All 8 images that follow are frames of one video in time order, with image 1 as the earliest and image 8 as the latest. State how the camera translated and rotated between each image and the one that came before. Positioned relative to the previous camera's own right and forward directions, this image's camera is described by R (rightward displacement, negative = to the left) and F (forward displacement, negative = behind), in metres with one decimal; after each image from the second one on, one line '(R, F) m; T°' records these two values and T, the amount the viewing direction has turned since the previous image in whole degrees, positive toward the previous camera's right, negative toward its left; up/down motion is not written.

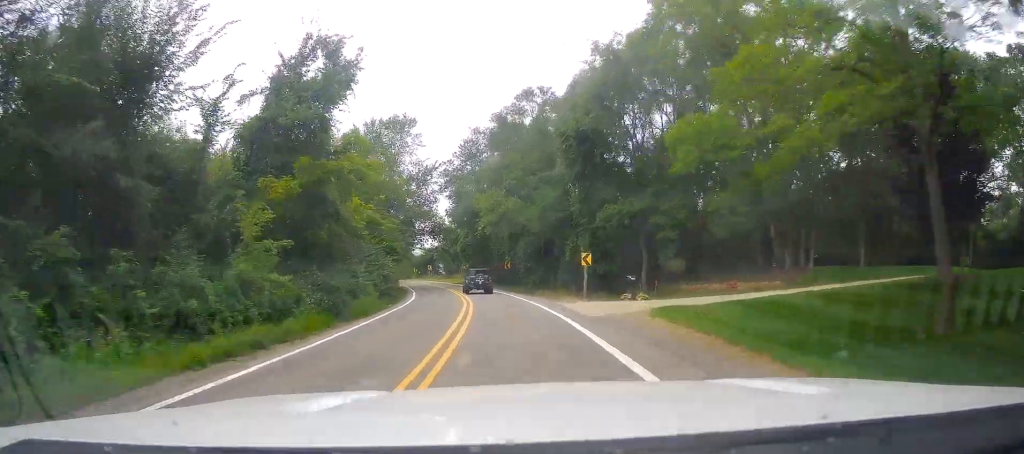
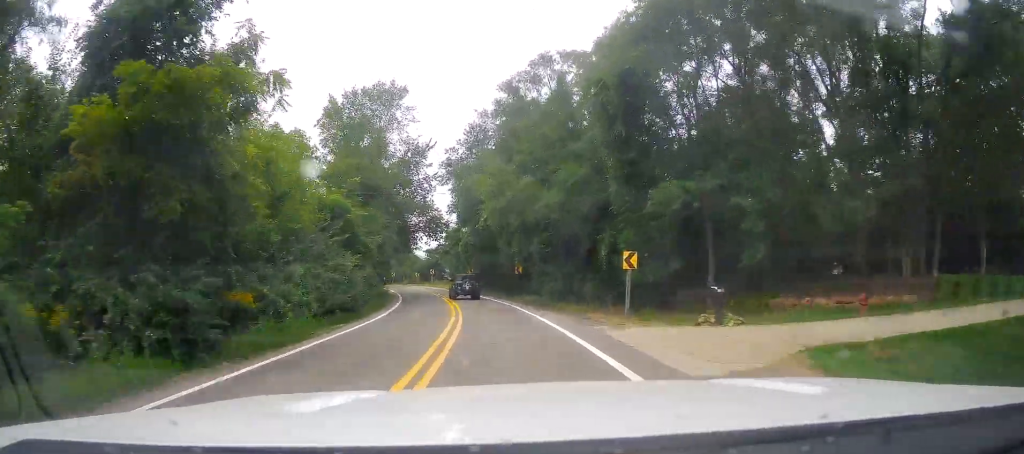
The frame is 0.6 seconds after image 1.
(-0.1, +10.7) m; 0°
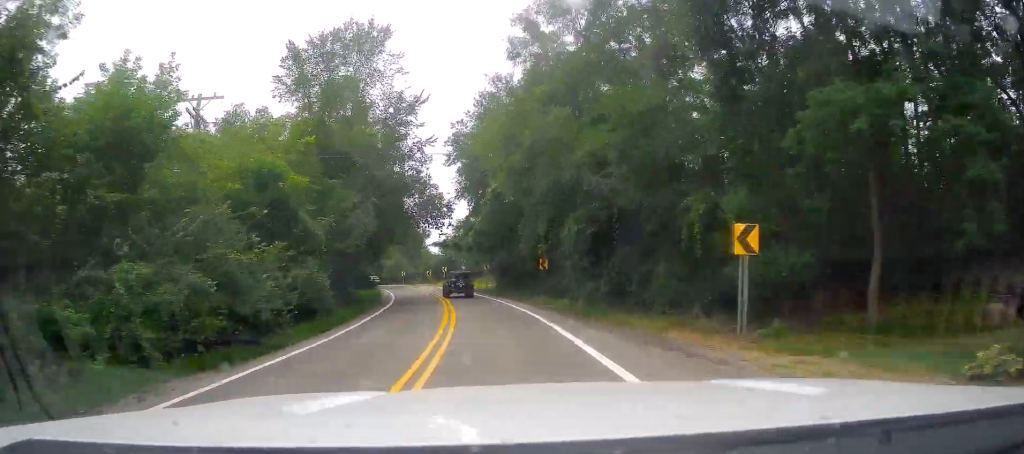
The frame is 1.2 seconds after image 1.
(0.0, +11.3) m; 0°
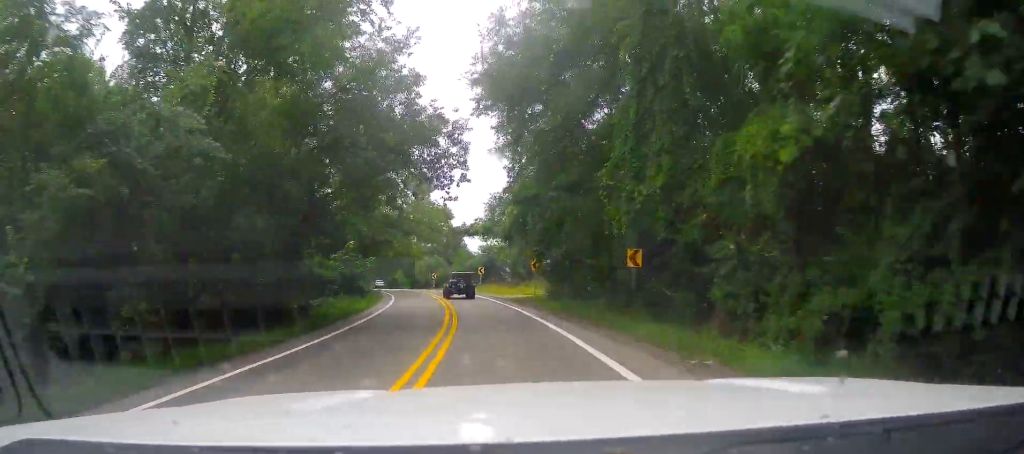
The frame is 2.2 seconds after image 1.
(+0.2, +19.2) m; -3°
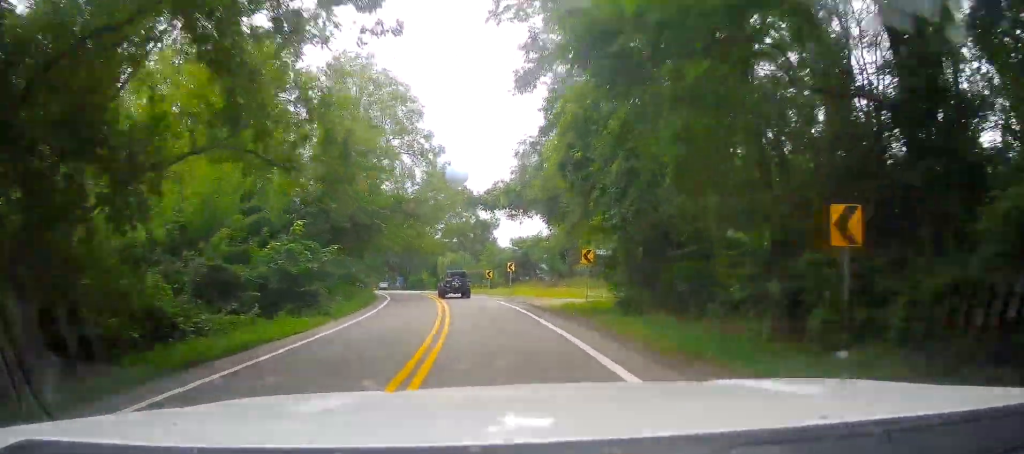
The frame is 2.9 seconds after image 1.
(-0.9, +15.2) m; -3°
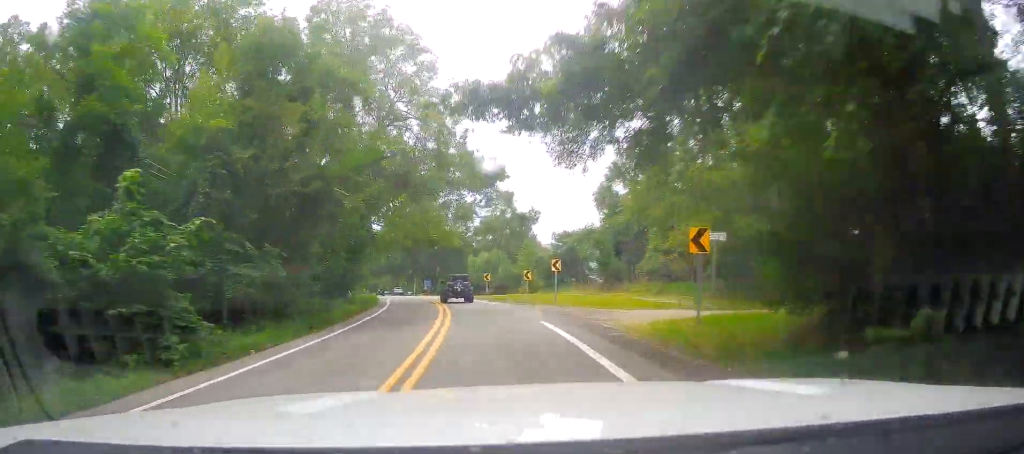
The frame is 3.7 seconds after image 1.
(-0.3, +14.5) m; -3°
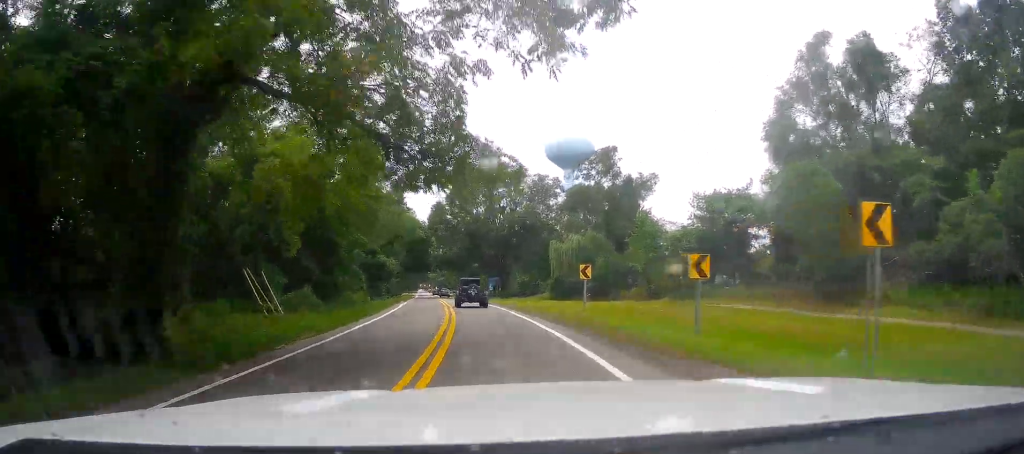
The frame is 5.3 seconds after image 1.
(-2.1, +31.2) m; -8°
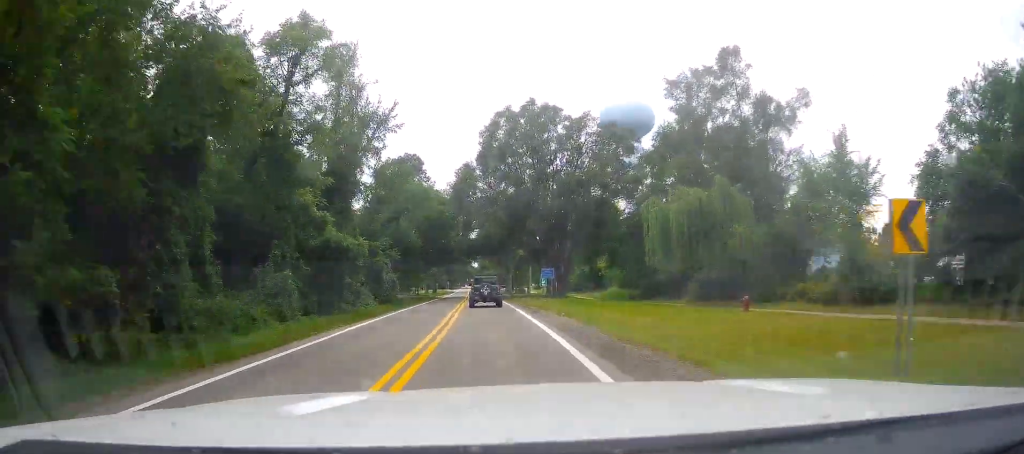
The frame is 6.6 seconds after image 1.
(-1.0, +24.8) m; -5°
